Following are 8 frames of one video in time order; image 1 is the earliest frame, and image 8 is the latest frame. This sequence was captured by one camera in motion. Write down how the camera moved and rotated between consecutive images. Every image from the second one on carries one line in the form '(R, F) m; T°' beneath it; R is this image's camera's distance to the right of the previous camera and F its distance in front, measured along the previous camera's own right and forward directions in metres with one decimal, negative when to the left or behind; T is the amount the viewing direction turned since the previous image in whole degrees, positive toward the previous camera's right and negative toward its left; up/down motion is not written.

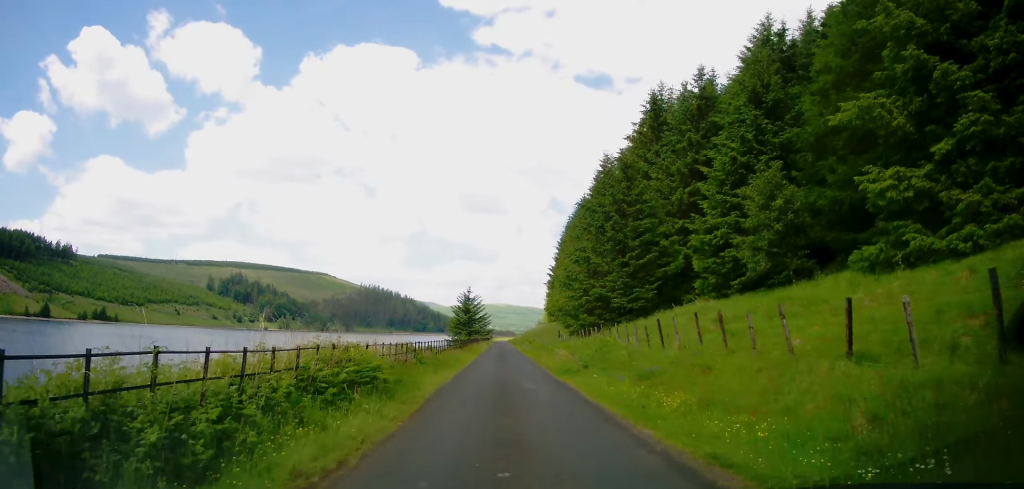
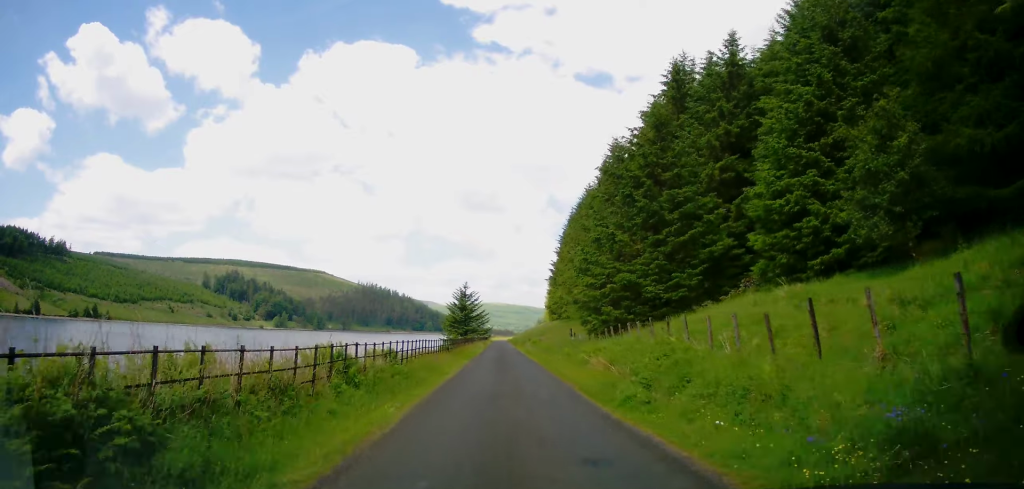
(0.0, +9.1) m; 0°
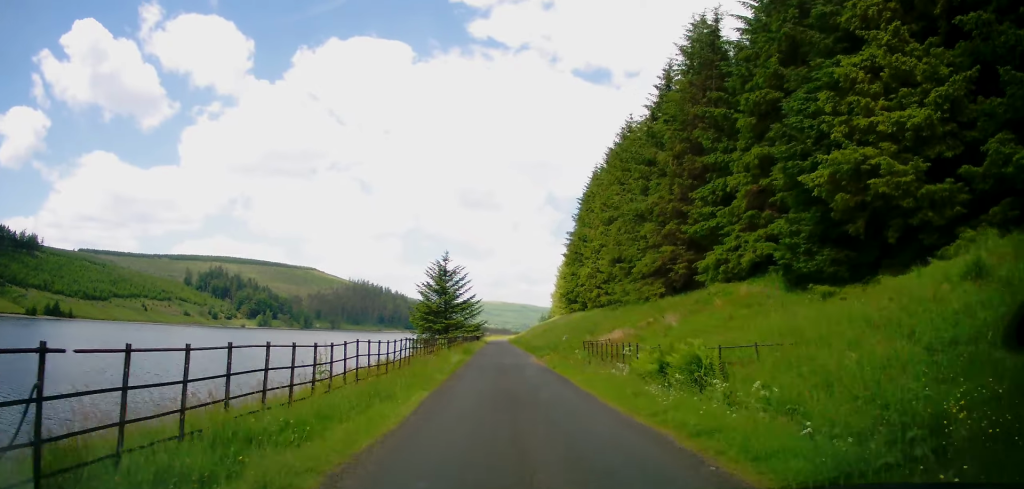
(+0.5, +42.2) m; +2°
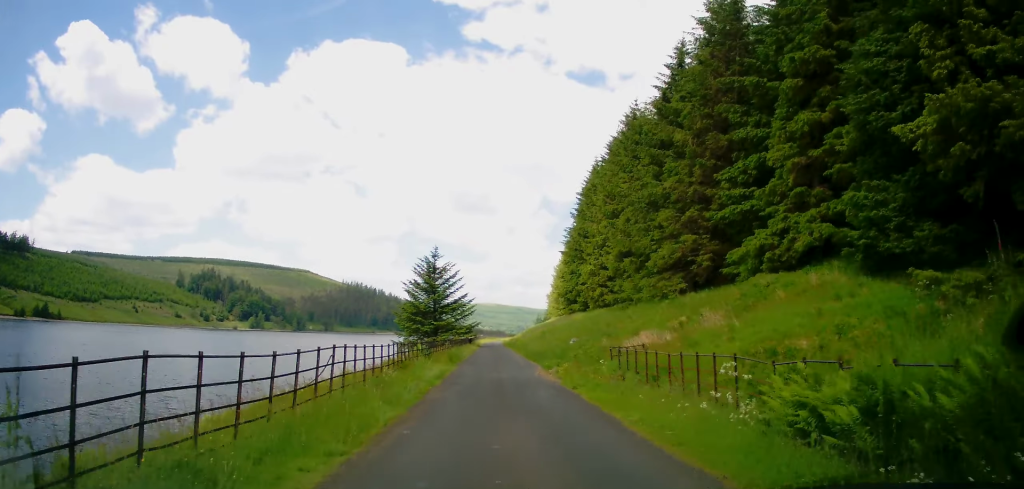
(+0.2, +7.0) m; 0°
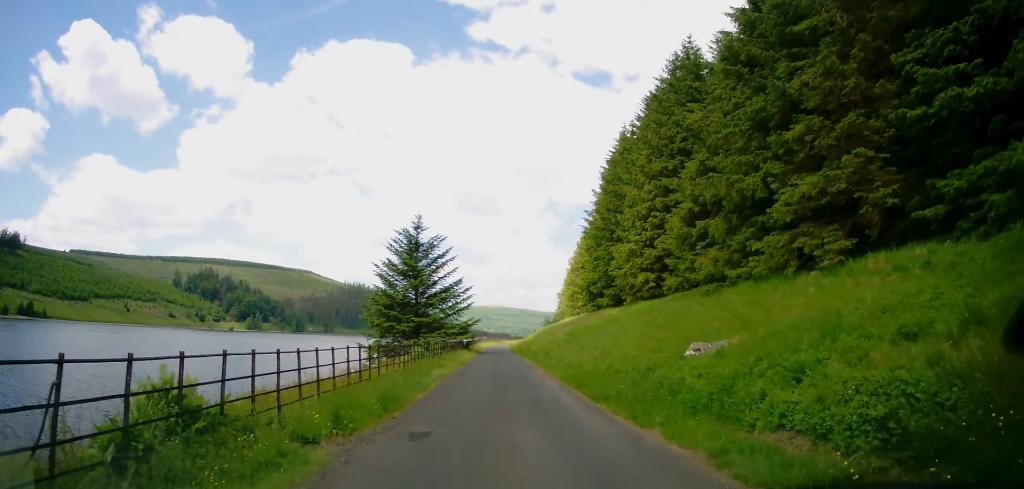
(0.0, +20.4) m; -1°
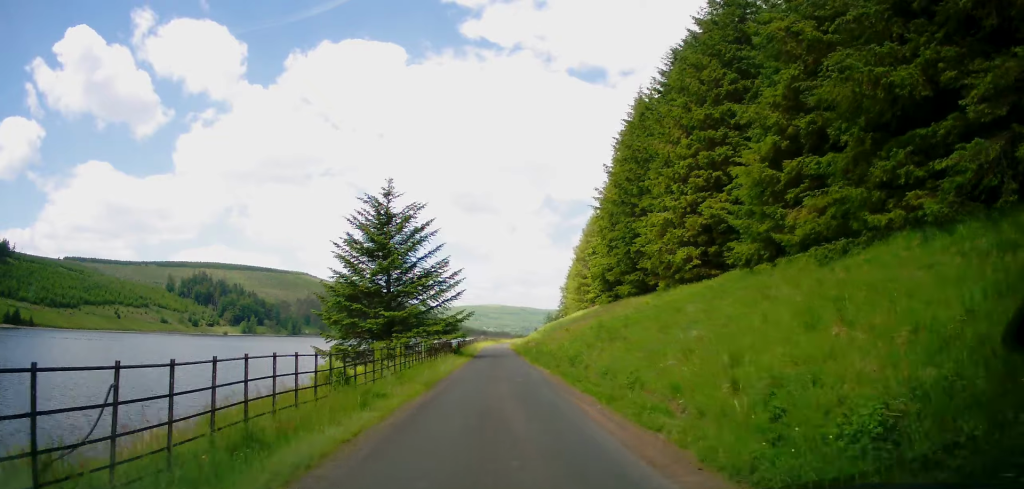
(-0.2, +12.9) m; 0°
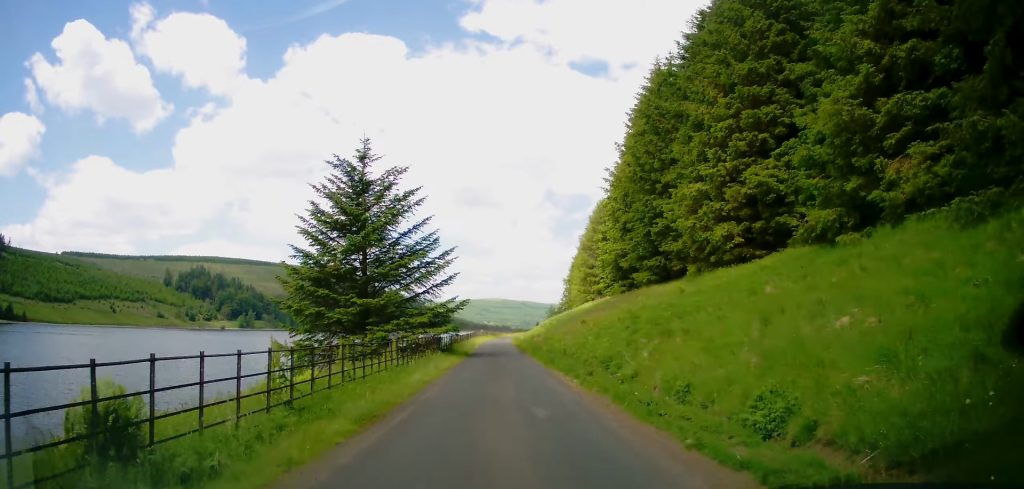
(-0.1, +7.5) m; 0°
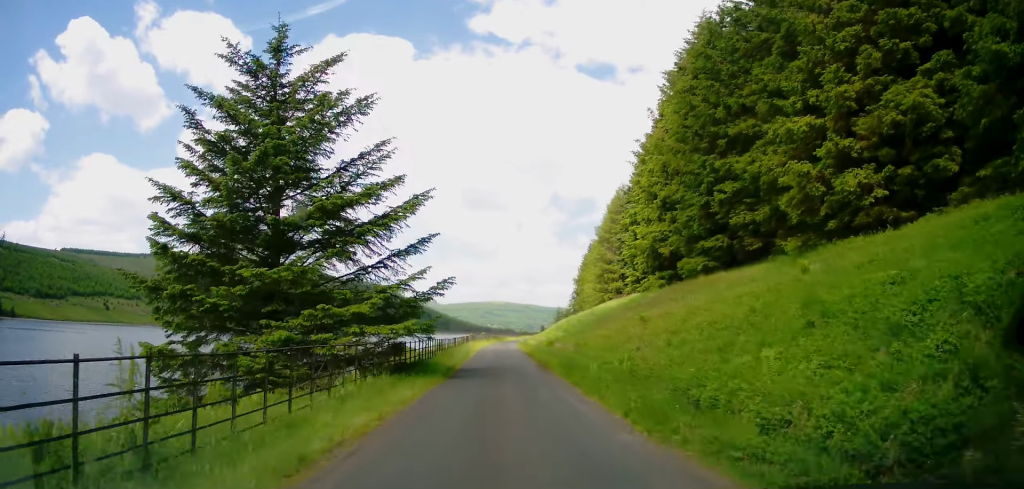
(+0.2, +13.8) m; 0°
